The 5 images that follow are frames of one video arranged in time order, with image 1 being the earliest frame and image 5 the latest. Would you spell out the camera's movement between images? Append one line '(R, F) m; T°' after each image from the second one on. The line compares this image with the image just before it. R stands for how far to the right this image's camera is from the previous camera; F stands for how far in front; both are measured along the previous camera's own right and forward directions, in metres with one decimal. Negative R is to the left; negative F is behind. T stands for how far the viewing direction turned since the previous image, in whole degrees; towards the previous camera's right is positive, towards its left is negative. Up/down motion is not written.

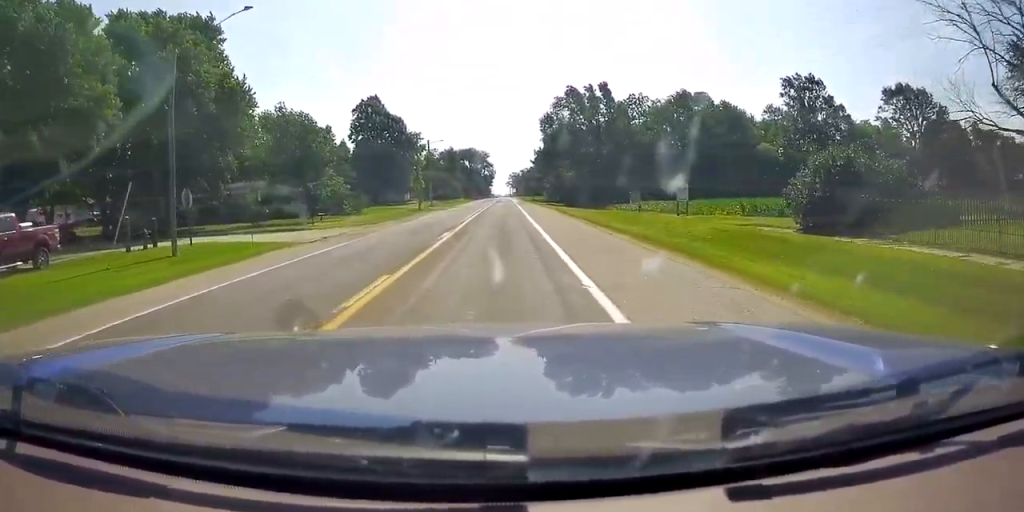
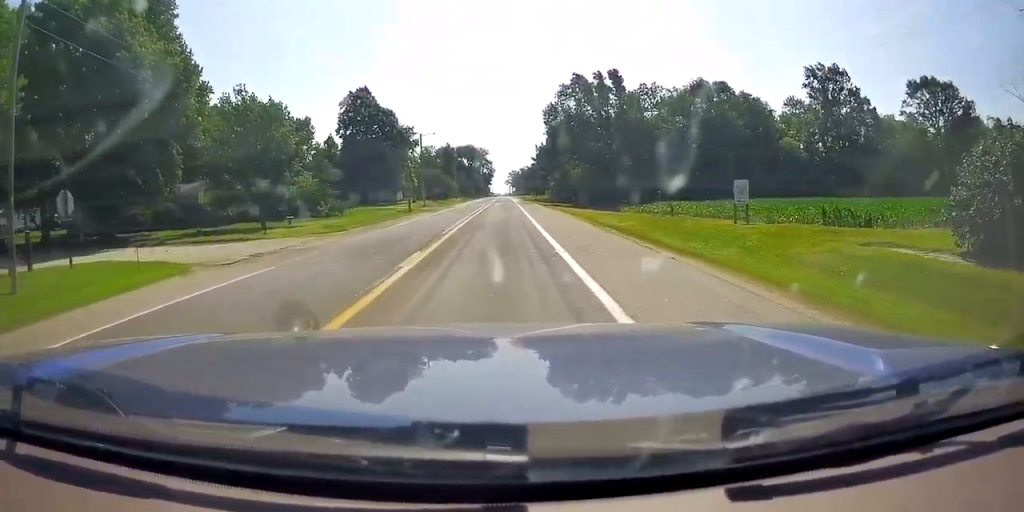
(0.0, +8.0) m; 0°
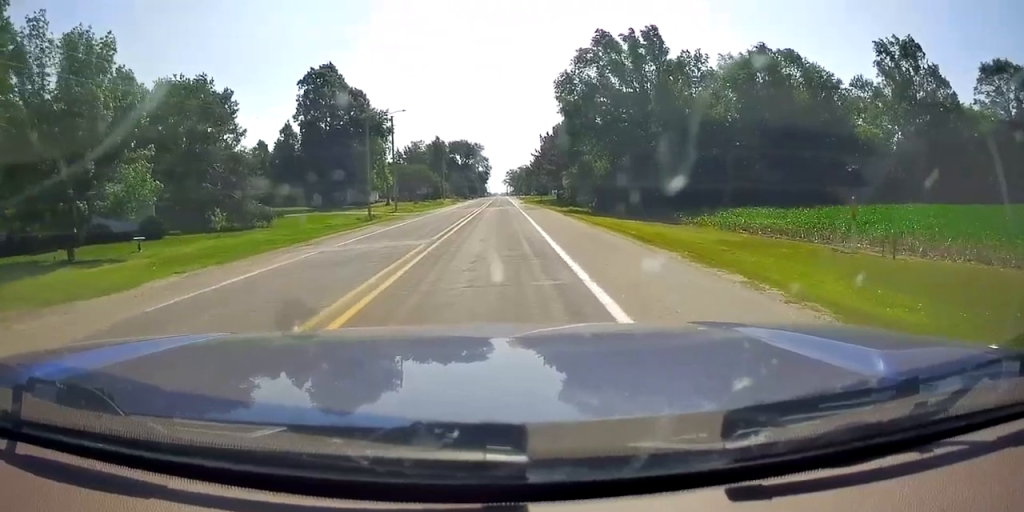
(0.0, +20.2) m; 0°
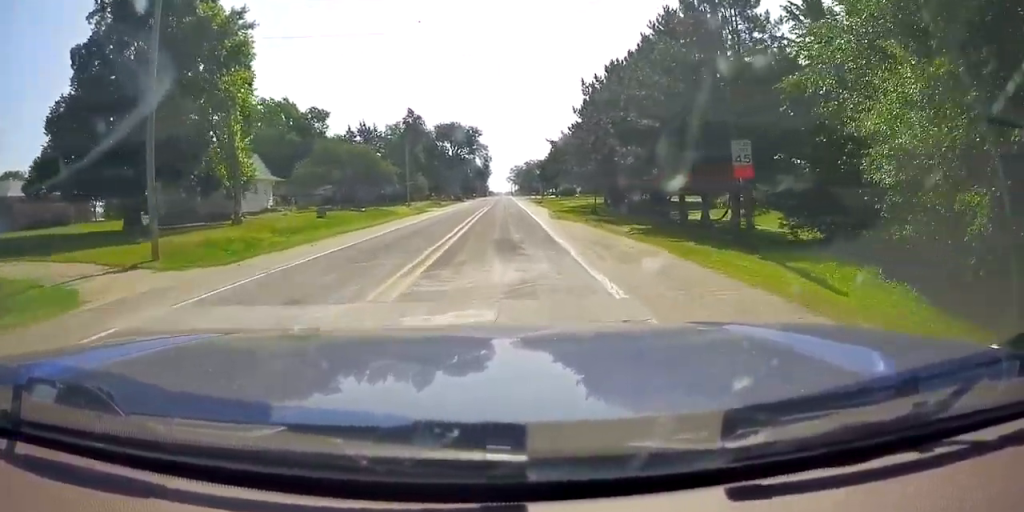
(0.0, +45.9) m; 0°
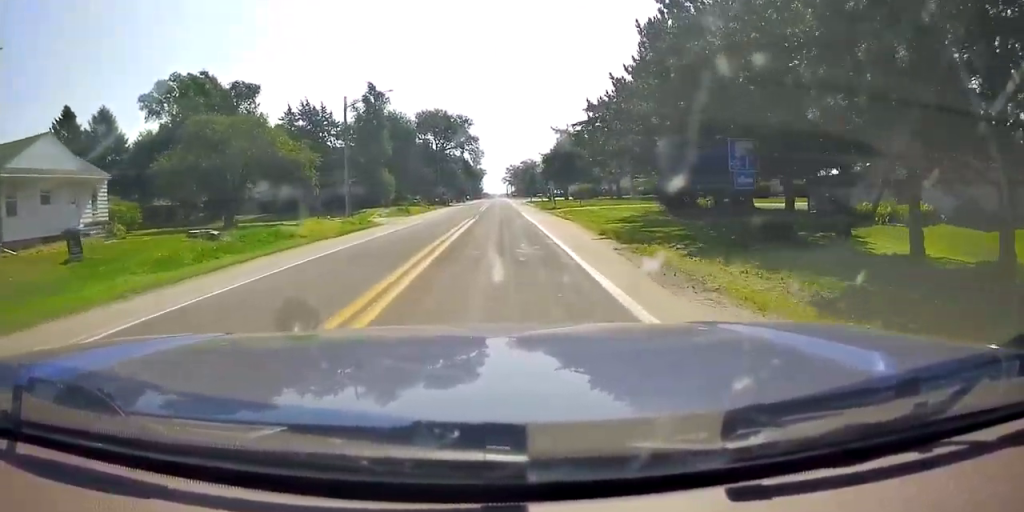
(0.0, +23.7) m; 0°
